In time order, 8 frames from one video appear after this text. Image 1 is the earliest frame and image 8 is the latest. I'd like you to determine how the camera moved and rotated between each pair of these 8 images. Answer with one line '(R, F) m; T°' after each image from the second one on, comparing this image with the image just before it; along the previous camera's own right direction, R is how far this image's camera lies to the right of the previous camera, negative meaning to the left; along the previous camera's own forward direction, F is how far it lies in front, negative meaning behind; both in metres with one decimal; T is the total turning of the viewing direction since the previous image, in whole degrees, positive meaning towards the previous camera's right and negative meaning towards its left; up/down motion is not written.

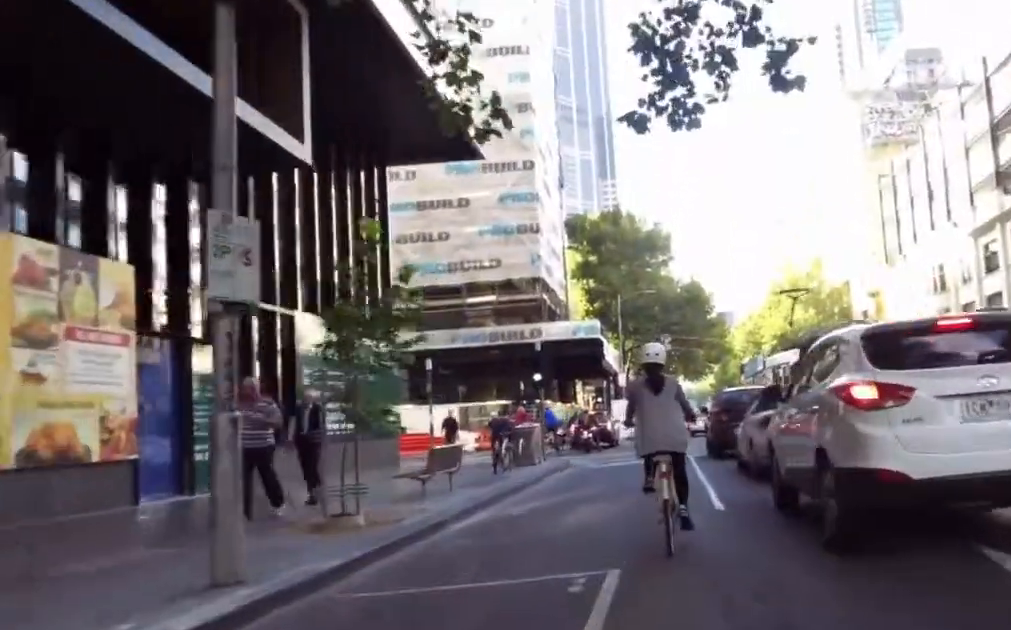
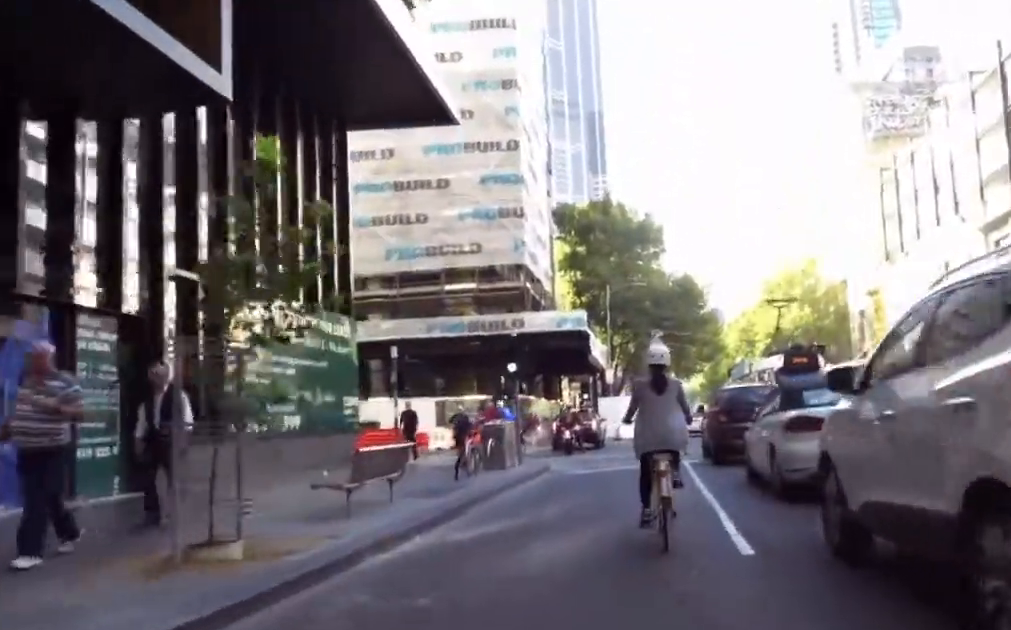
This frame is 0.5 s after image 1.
(+0.1, +3.1) m; +3°
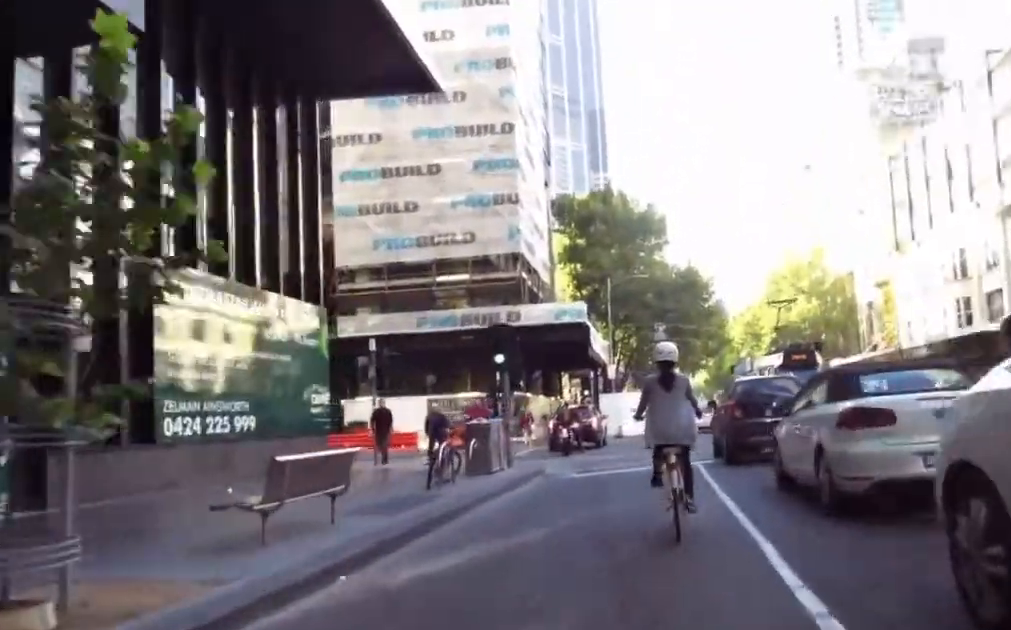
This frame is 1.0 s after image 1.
(0.0, +2.7) m; +3°
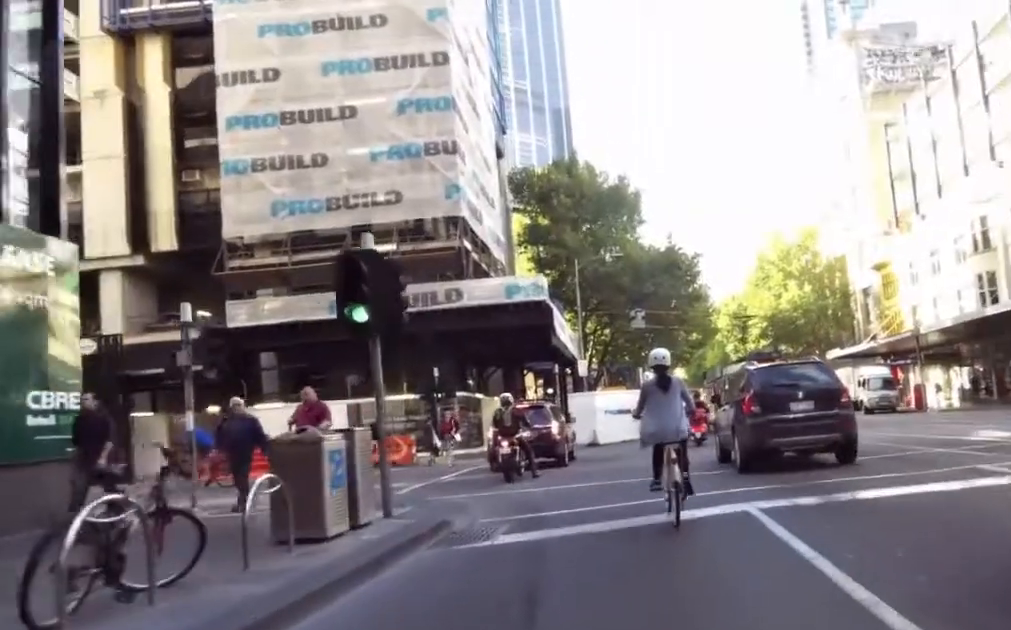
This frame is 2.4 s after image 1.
(+1.0, +10.7) m; +9°
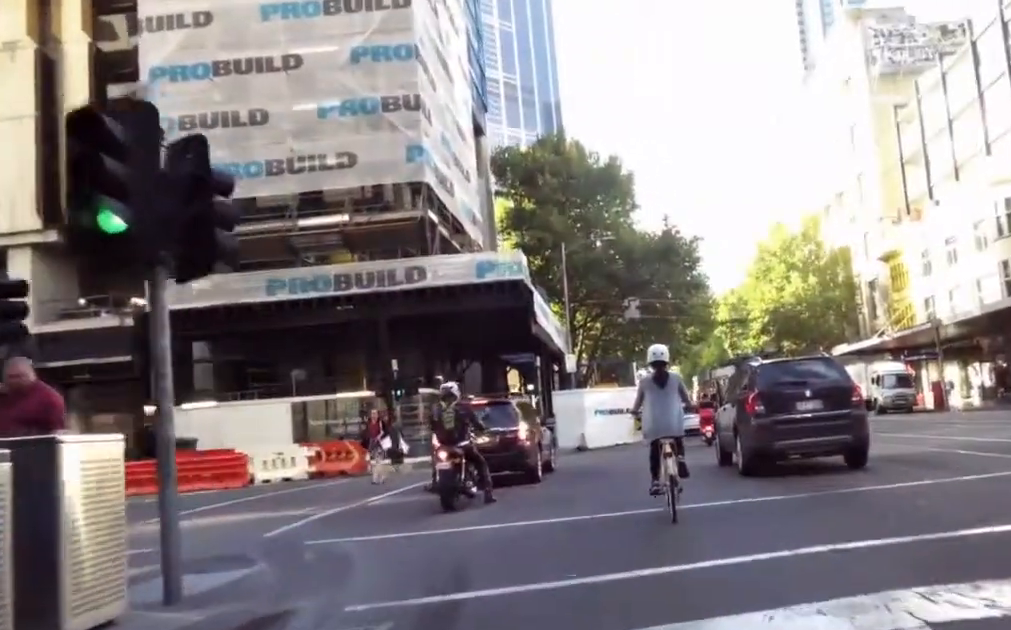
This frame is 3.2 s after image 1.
(+0.5, +5.8) m; -1°
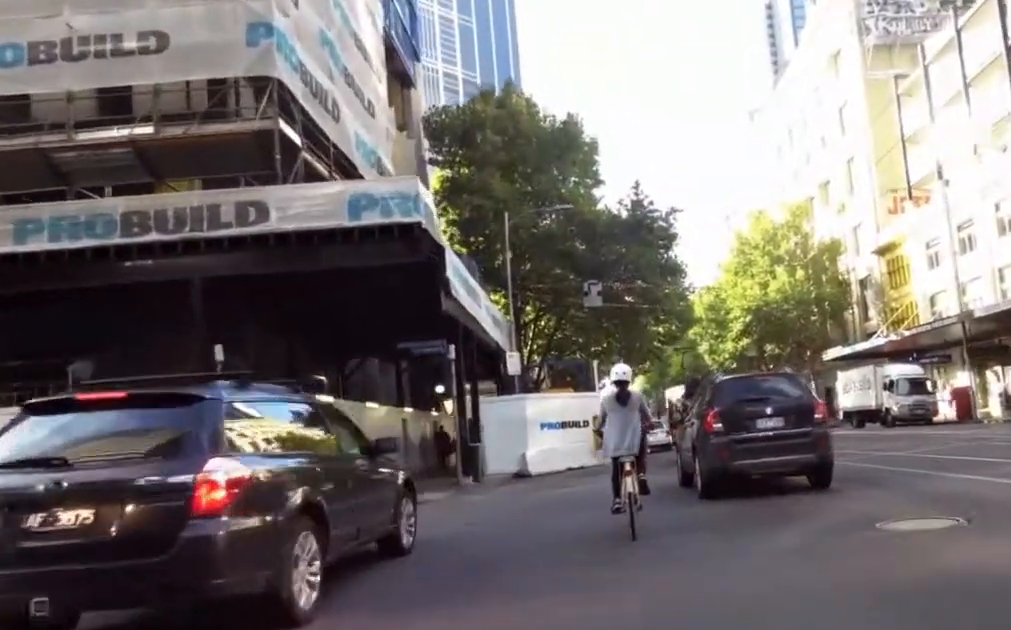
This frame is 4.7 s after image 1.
(-0.3, +10.2) m; +1°
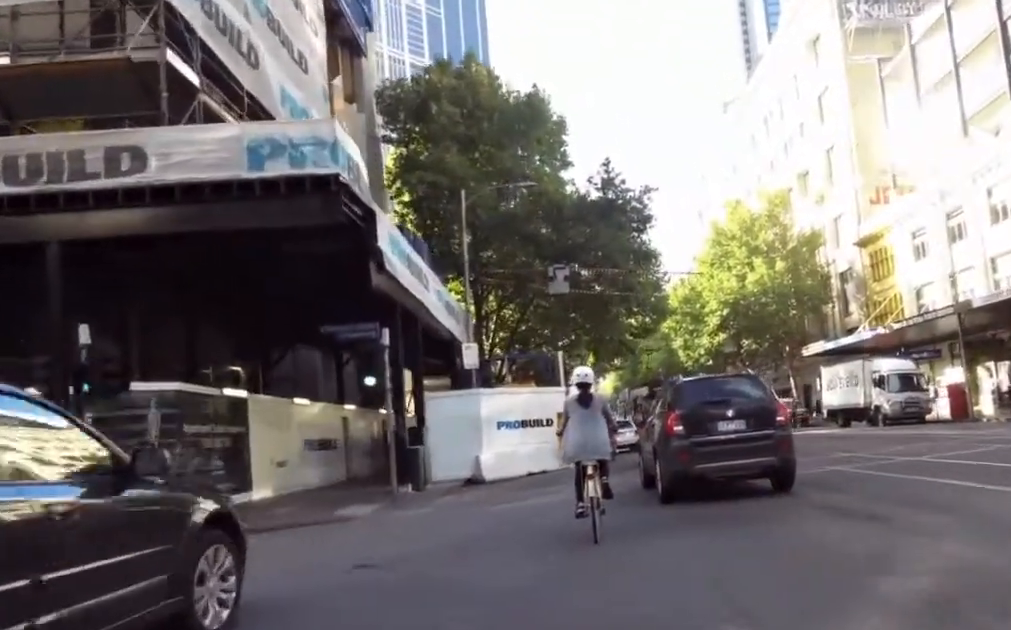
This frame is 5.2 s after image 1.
(+0.4, +3.4) m; -1°
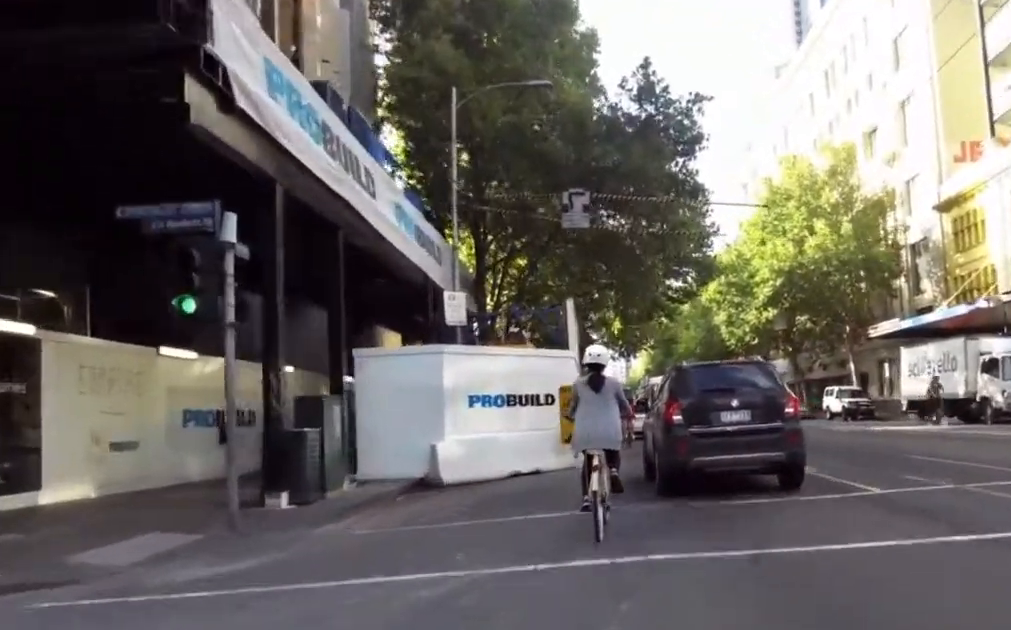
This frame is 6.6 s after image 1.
(-1.7, +7.7) m; -9°
